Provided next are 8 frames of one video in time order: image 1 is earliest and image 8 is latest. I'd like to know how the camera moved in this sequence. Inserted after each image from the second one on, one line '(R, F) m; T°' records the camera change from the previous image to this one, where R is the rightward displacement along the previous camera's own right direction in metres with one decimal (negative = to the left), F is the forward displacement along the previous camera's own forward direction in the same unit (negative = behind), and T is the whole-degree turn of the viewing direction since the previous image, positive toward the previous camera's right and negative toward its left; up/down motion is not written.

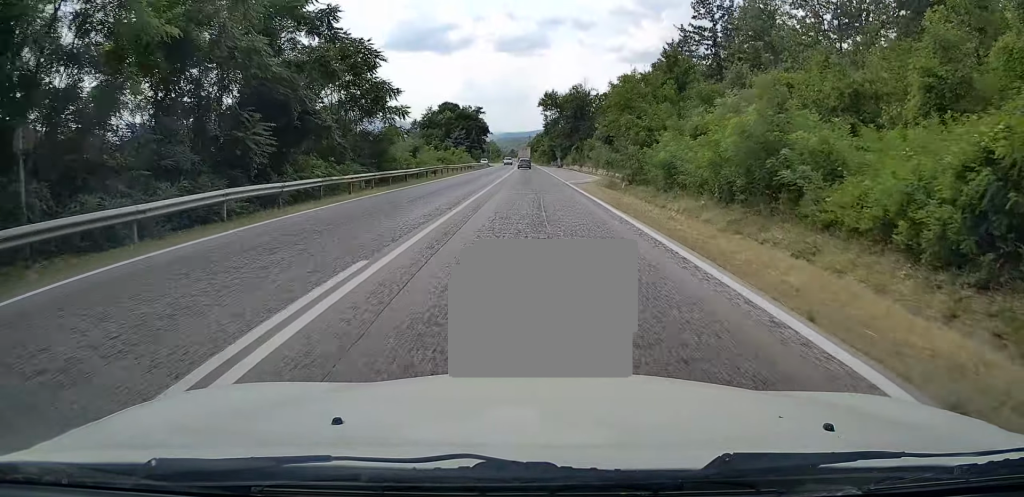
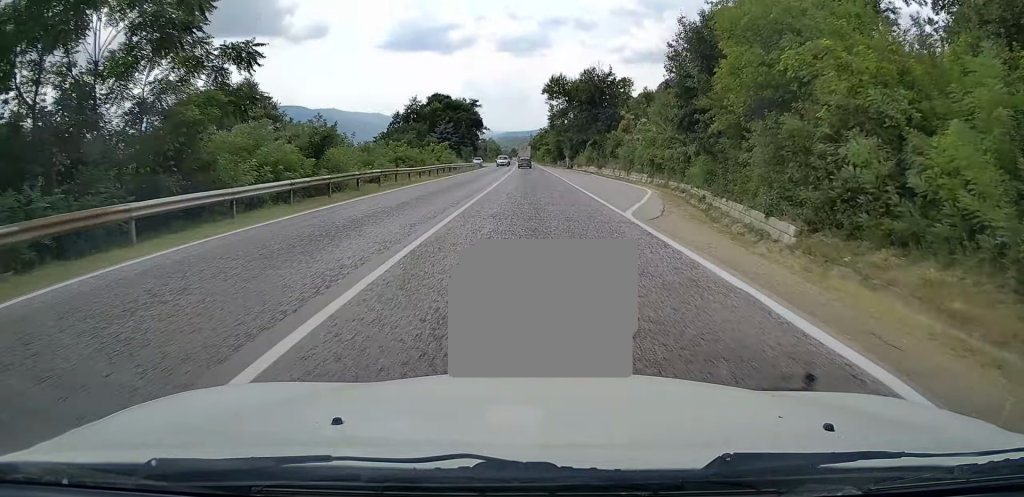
(-0.5, +22.9) m; 0°
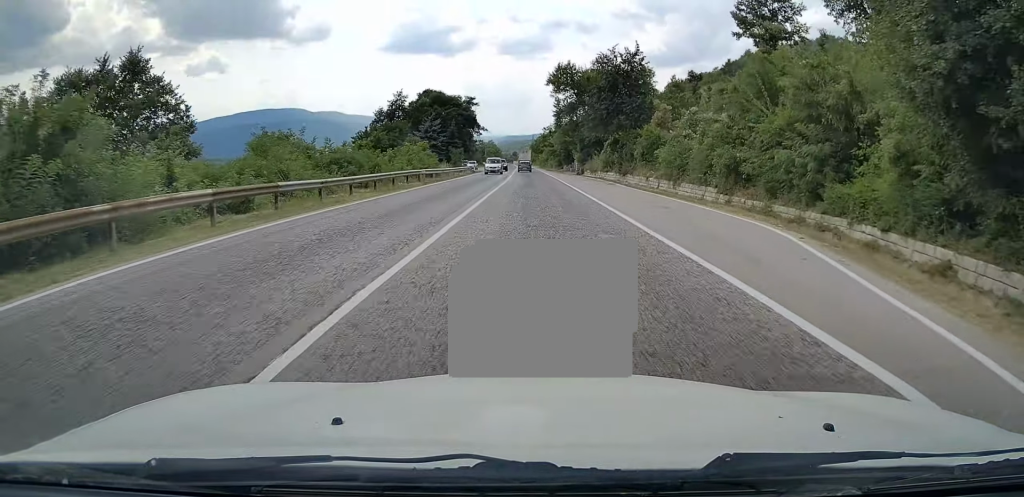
(+0.3, +16.6) m; +1°
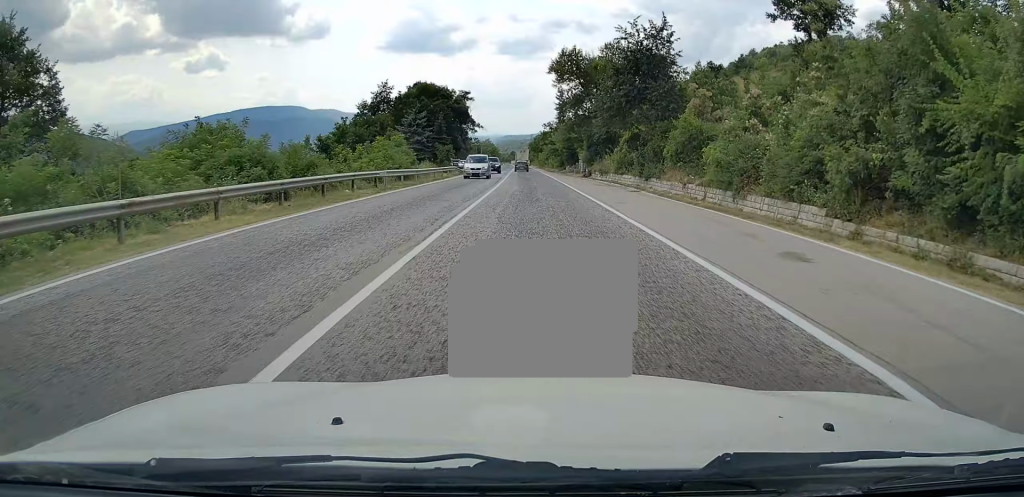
(0.0, +11.1) m; 0°
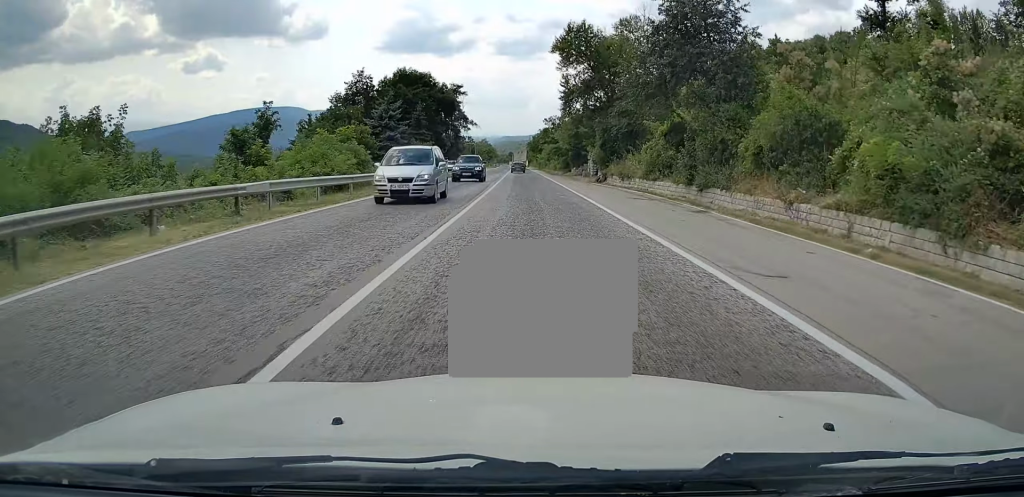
(0.0, +13.9) m; 0°
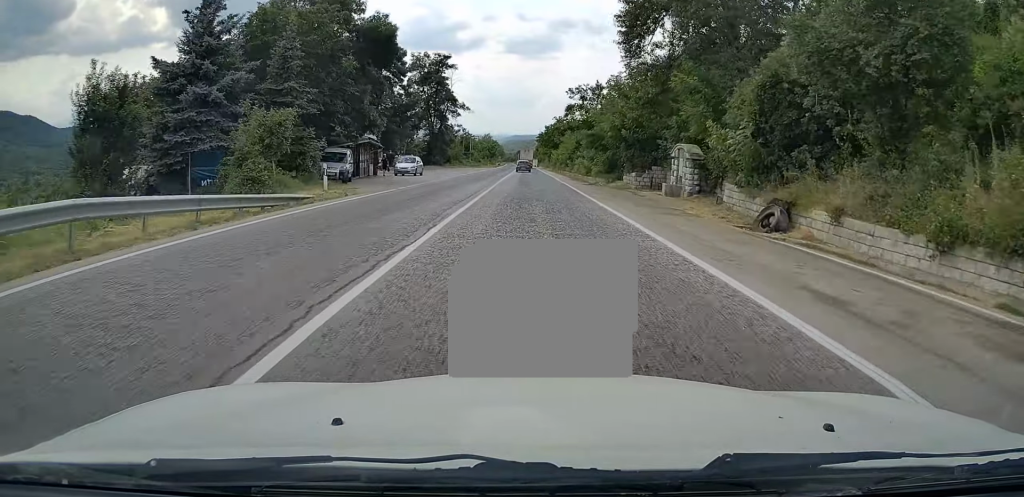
(0.0, +36.3) m; -1°
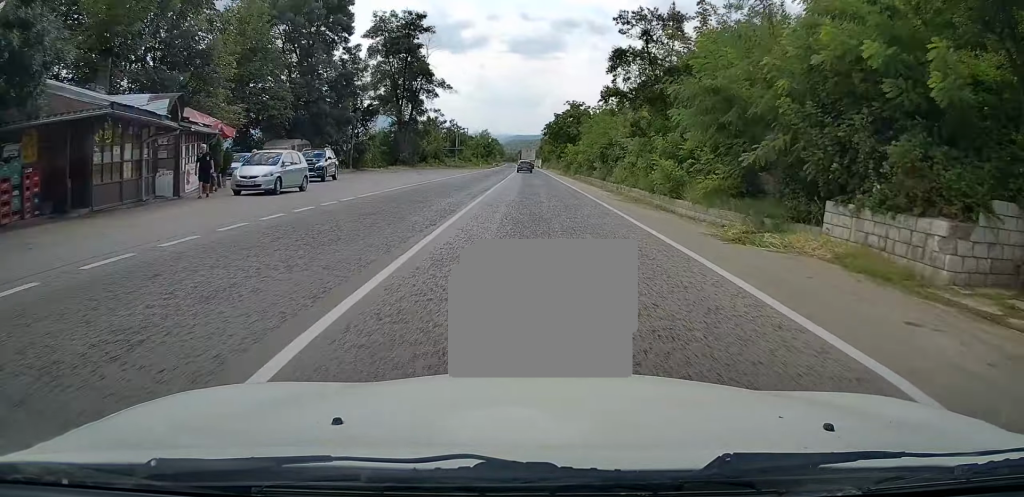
(-0.5, +28.1) m; 0°
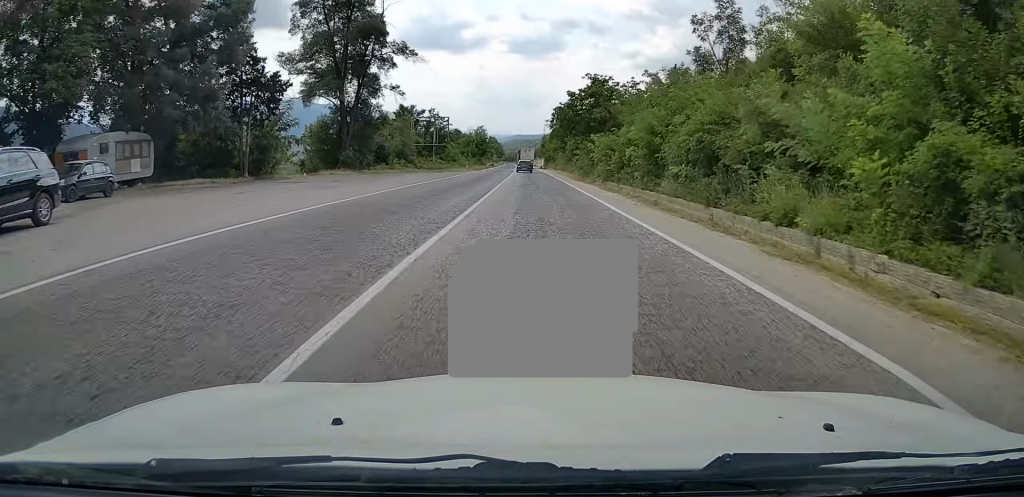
(+0.3, +24.0) m; 0°
